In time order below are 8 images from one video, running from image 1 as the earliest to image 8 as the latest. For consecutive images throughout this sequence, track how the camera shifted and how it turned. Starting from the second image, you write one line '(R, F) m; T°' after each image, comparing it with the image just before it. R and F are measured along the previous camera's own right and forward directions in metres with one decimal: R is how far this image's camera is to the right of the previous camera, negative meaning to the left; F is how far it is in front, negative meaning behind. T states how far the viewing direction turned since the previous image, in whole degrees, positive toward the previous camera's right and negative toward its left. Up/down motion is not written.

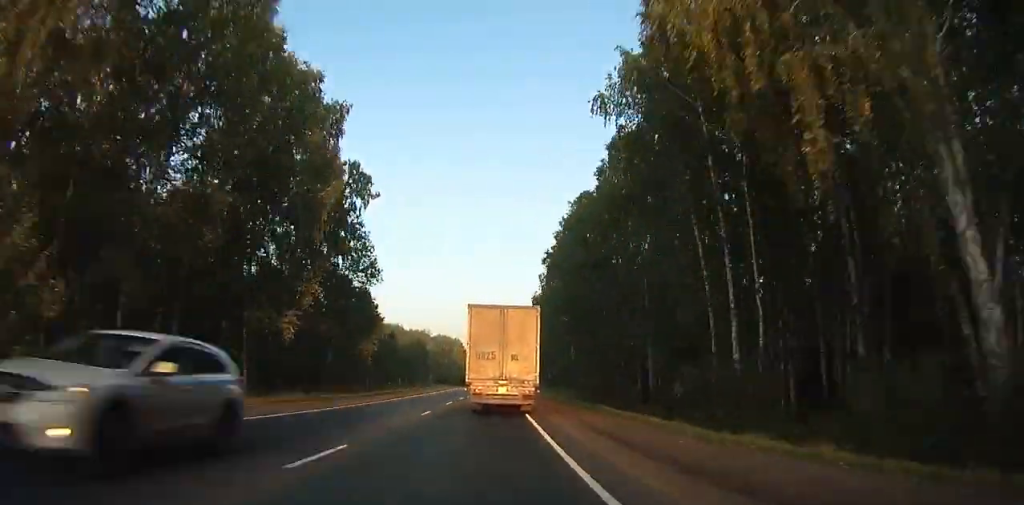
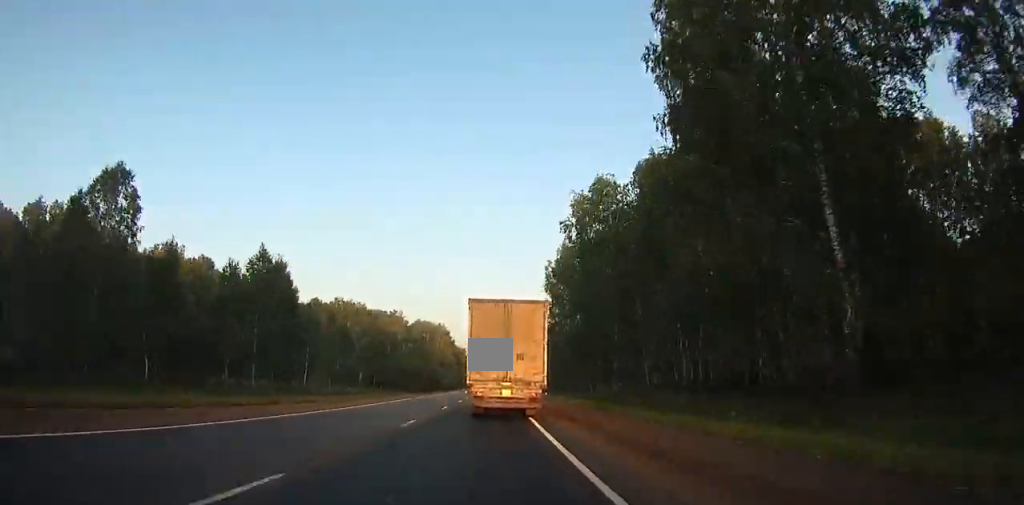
(-2.5, +74.6) m; -1°
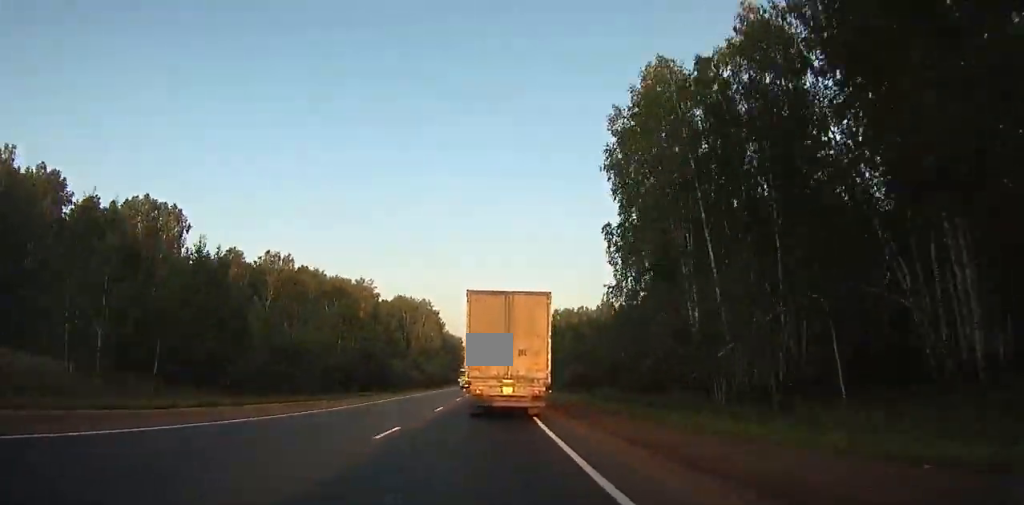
(+0.6, +52.1) m; +1°
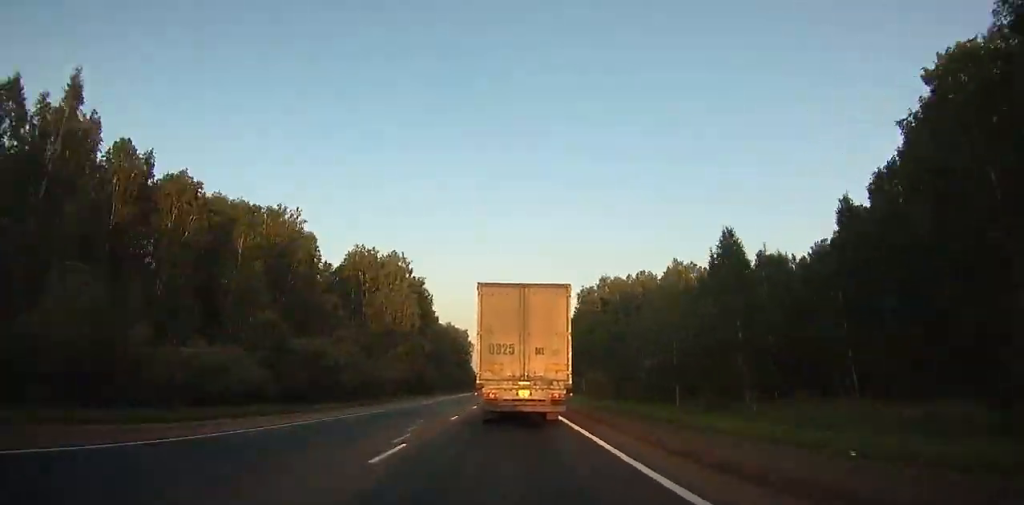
(+0.2, +65.7) m; 0°
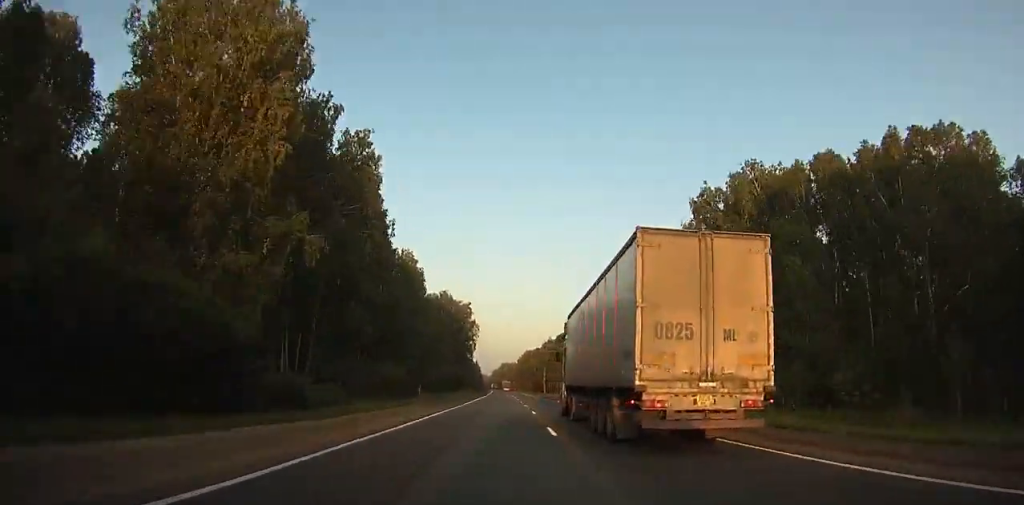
(-0.6, +65.9) m; 0°
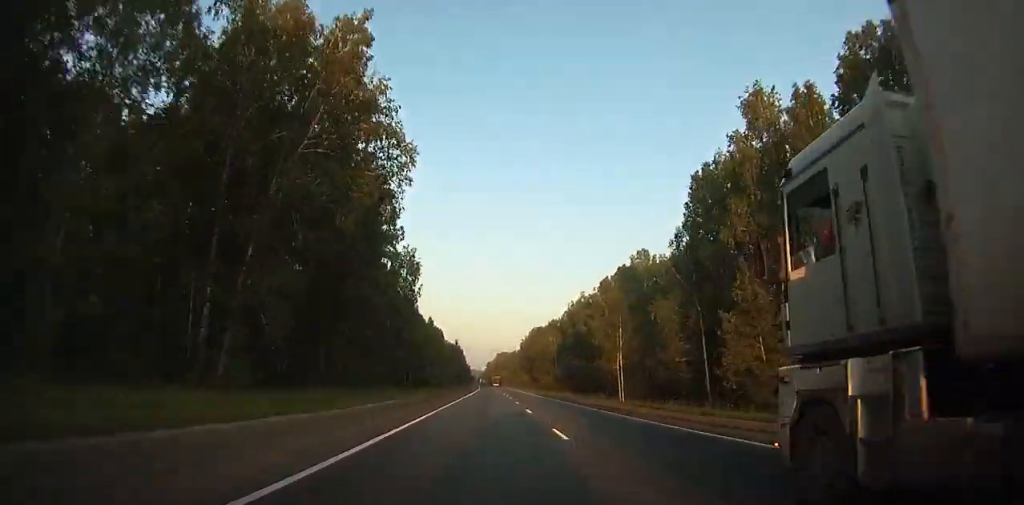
(+0.5, +104.2) m; 0°
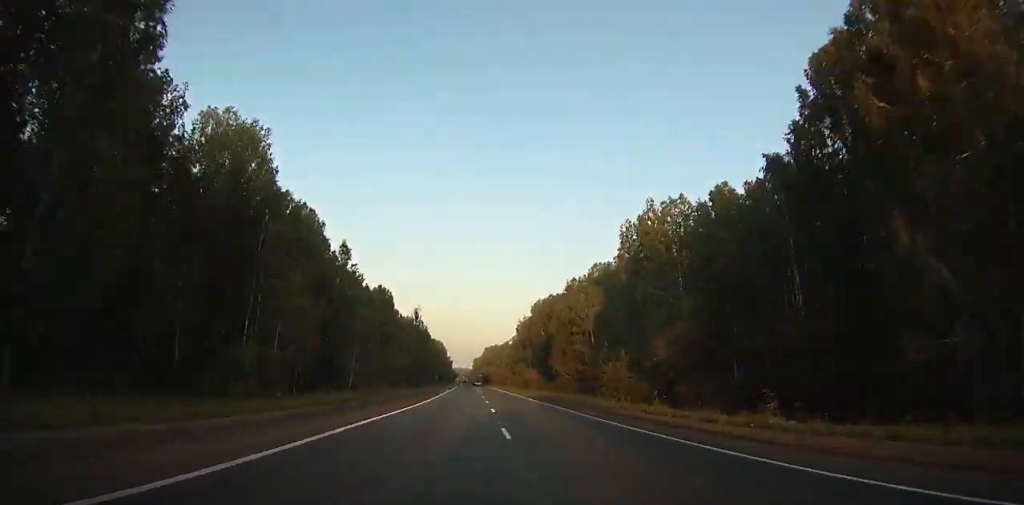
(-0.1, +64.1) m; 0°
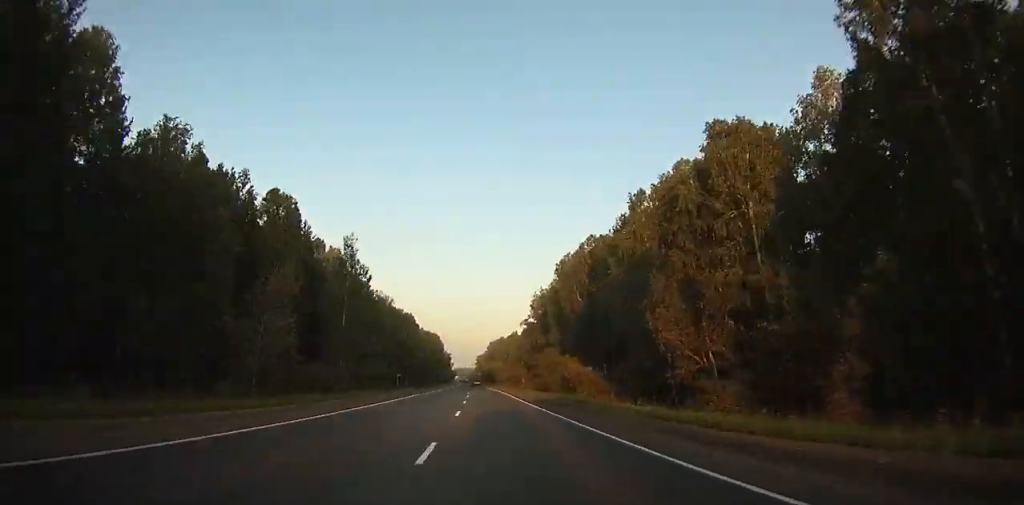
(-0.1, +47.7) m; 0°
